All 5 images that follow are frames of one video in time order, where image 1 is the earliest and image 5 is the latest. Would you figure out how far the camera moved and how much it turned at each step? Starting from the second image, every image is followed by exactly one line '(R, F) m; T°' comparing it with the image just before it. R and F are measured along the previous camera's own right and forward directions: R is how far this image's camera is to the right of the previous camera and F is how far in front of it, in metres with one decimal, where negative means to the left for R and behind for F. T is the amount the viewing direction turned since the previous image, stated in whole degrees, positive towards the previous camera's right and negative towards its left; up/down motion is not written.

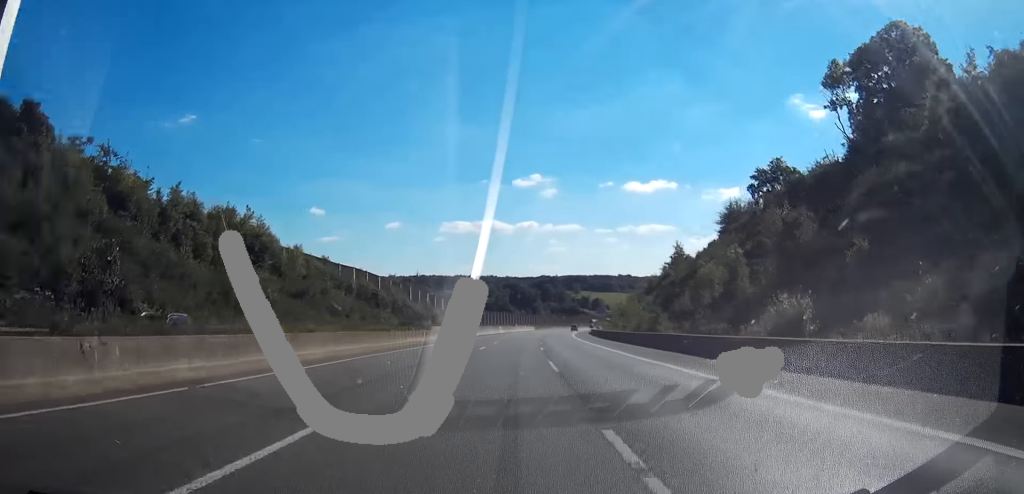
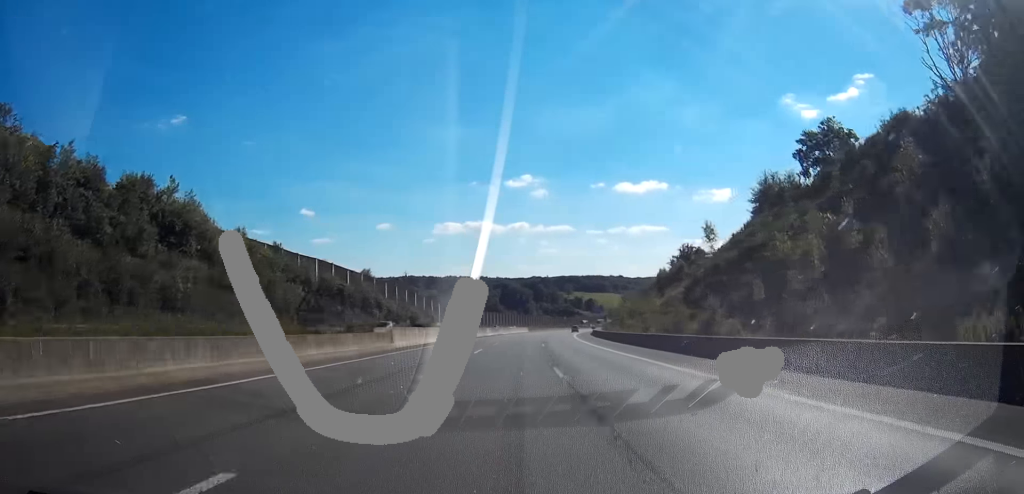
(+0.1, +21.2) m; +1°
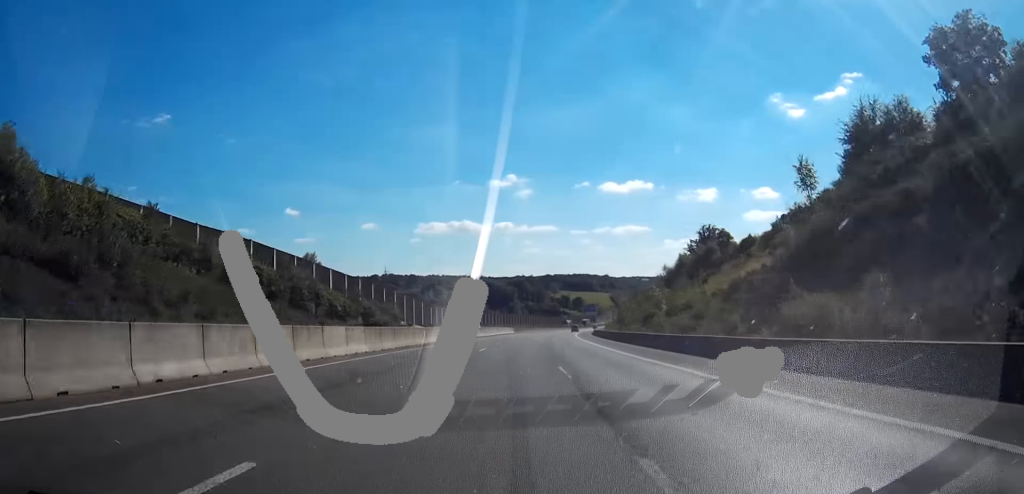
(+0.3, +33.9) m; +2°
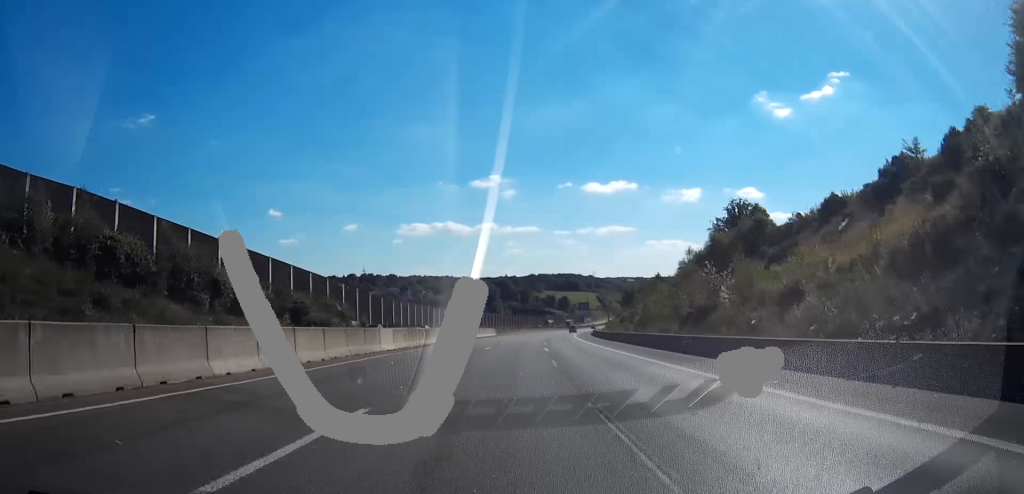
(+0.5, +31.7) m; +2°
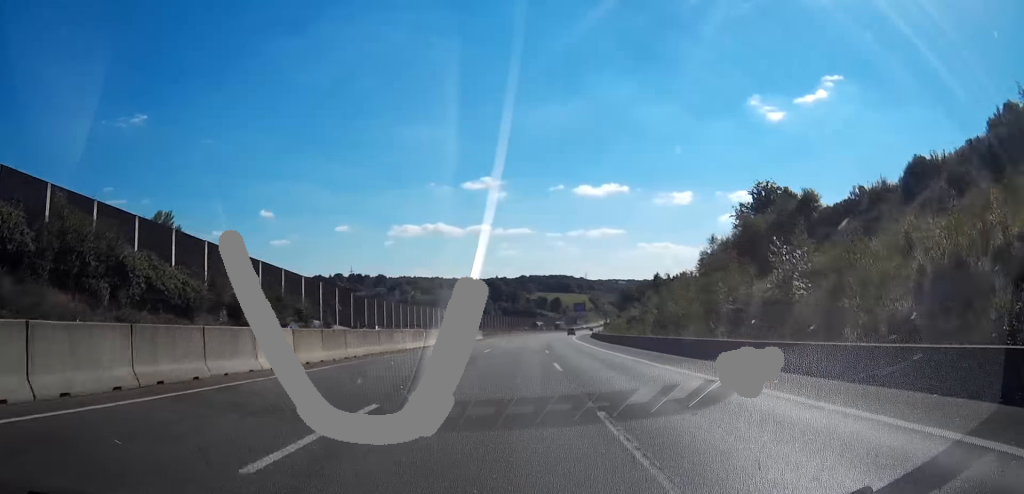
(+0.2, +17.8) m; +1°
